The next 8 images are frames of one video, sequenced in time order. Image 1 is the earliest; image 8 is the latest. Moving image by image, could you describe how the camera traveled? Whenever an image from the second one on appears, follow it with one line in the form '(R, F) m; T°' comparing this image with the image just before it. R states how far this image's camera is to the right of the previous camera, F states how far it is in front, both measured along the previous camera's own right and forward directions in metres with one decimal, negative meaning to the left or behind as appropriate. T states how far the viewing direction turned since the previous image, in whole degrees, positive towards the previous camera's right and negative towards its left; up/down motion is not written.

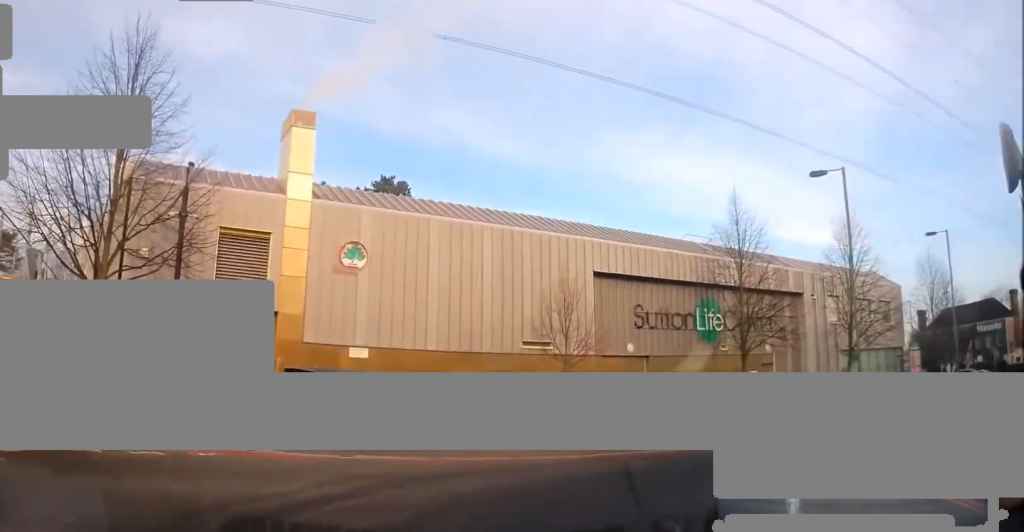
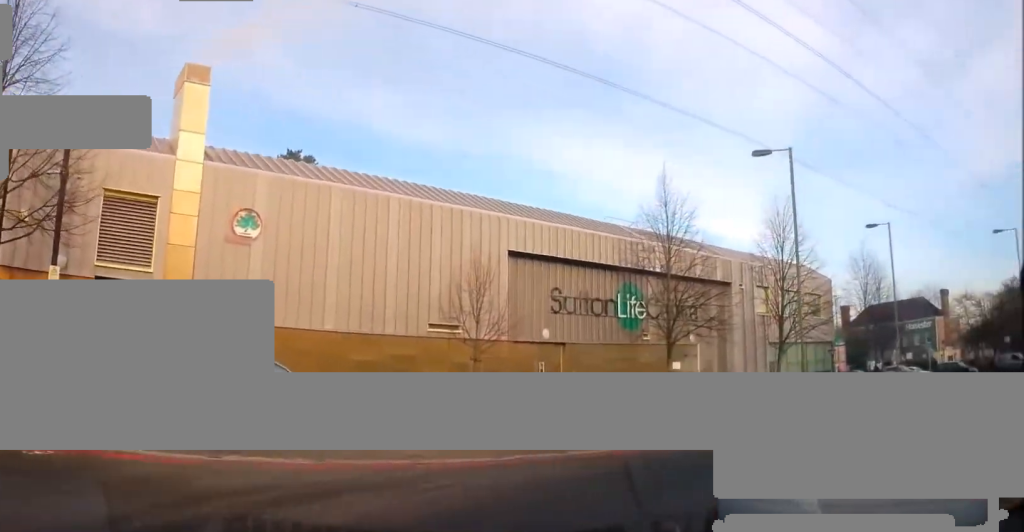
(+0.1, +2.1) m; +8°
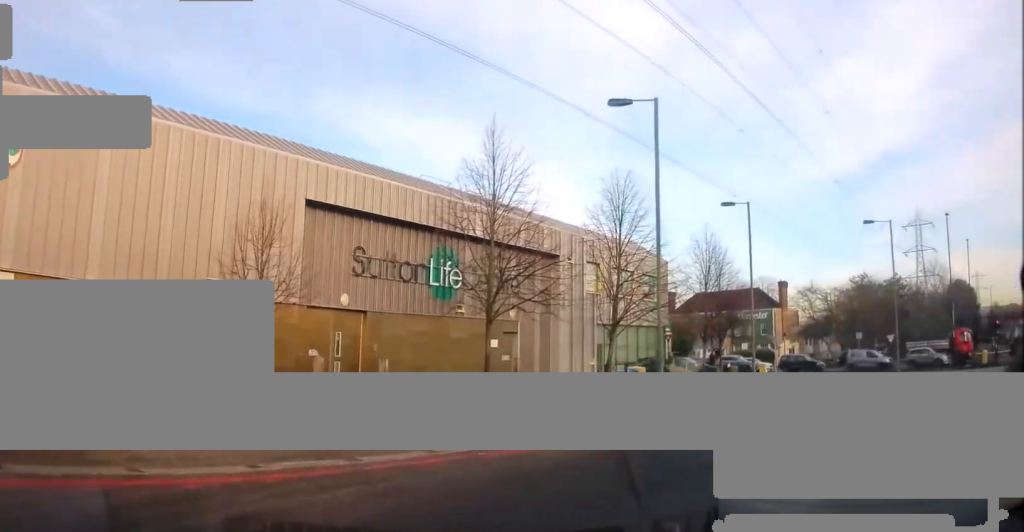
(+0.4, +3.4) m; +11°
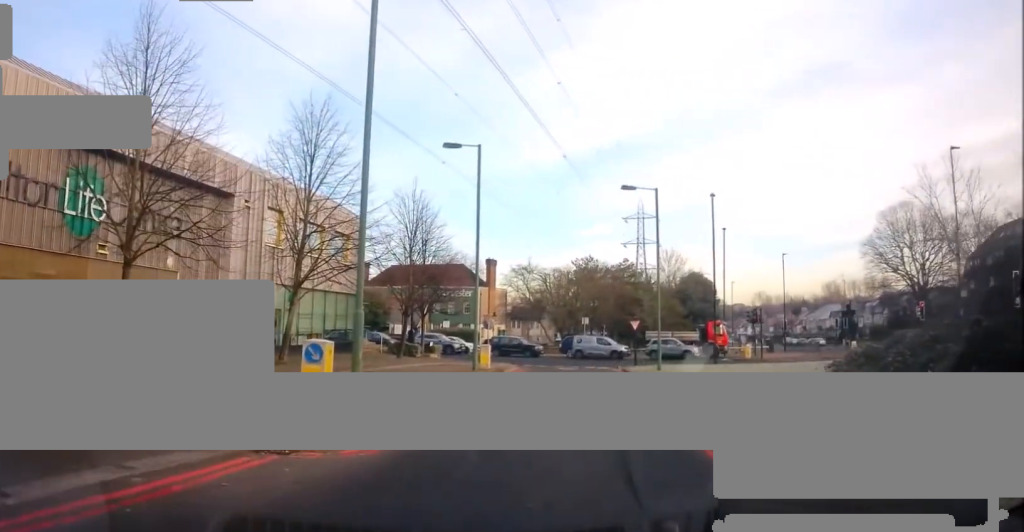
(+0.9, +5.8) m; +18°
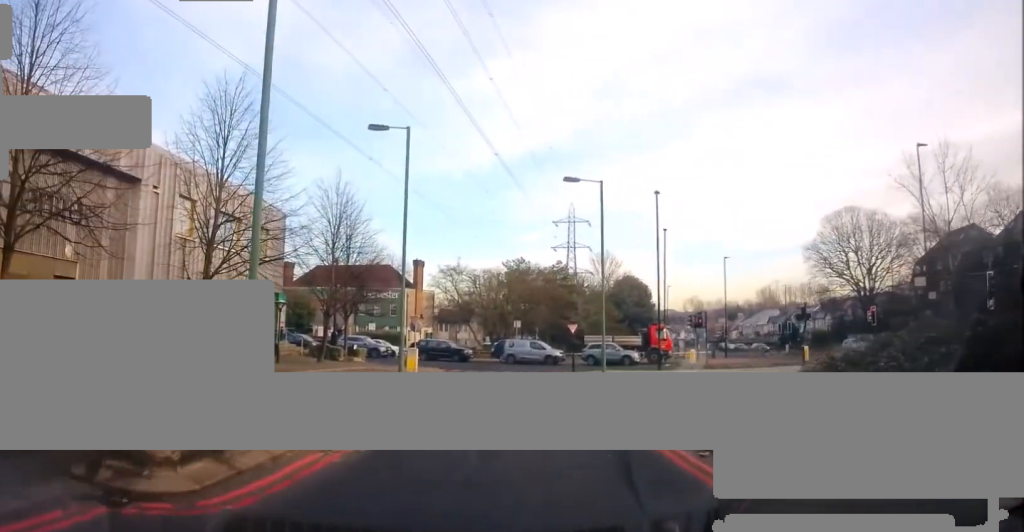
(0.0, +2.2) m; +6°
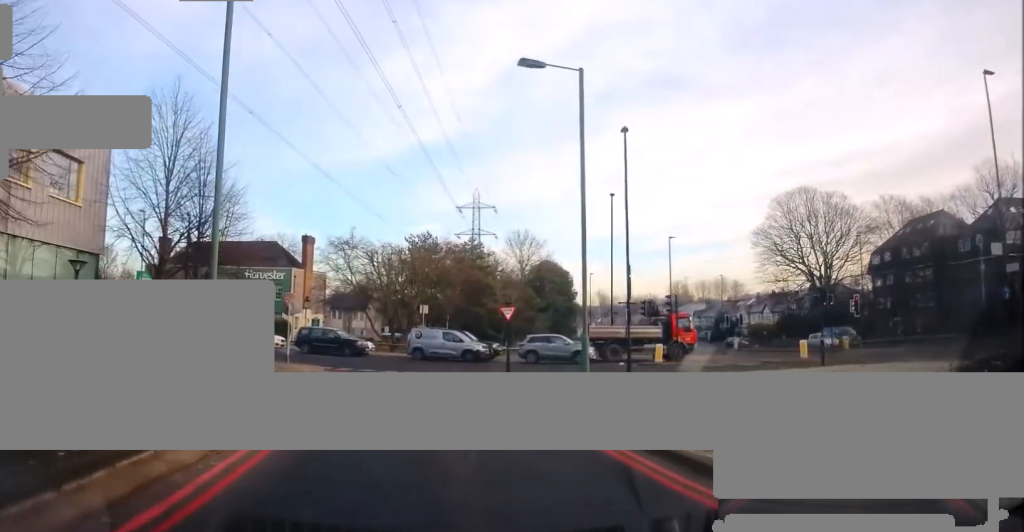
(+0.7, +9.7) m; +3°
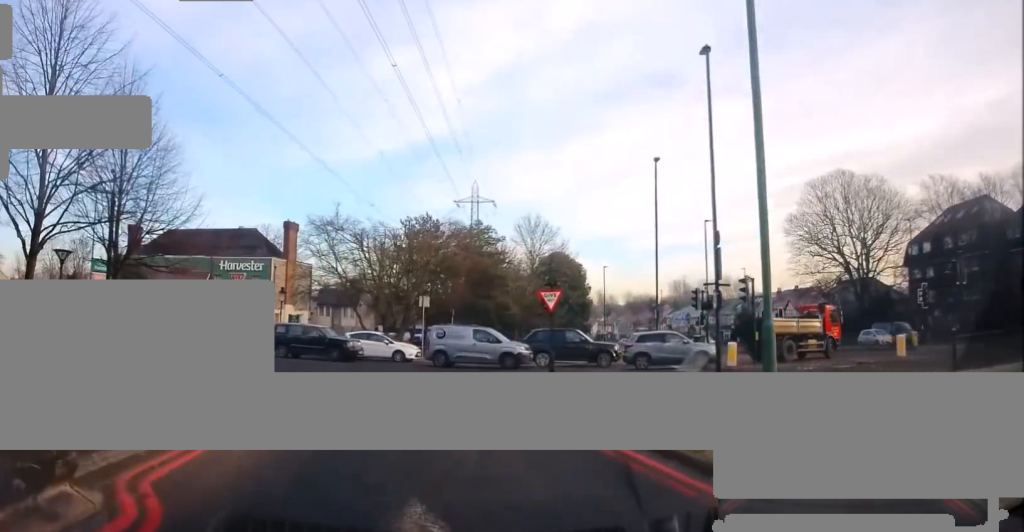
(+0.2, +7.1) m; +4°
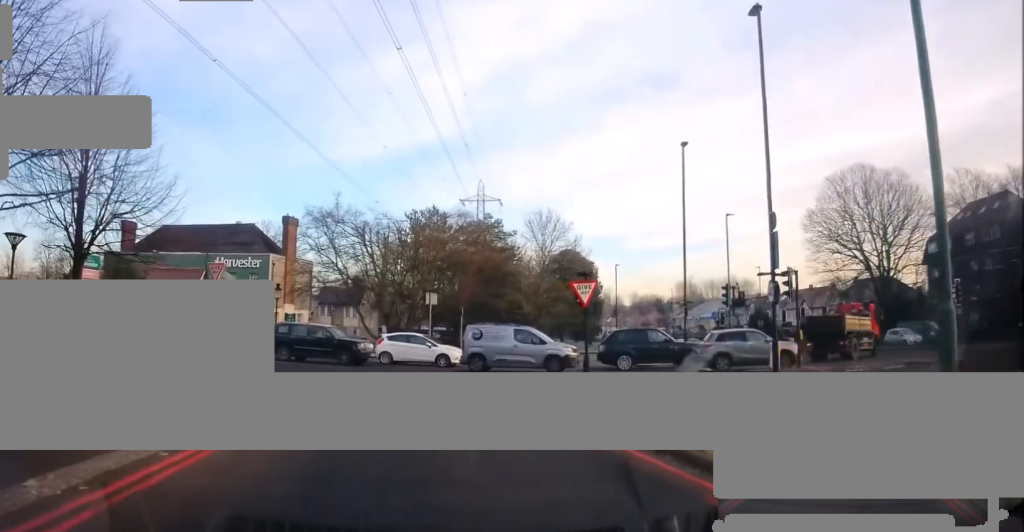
(0.0, +2.7) m; +3°
